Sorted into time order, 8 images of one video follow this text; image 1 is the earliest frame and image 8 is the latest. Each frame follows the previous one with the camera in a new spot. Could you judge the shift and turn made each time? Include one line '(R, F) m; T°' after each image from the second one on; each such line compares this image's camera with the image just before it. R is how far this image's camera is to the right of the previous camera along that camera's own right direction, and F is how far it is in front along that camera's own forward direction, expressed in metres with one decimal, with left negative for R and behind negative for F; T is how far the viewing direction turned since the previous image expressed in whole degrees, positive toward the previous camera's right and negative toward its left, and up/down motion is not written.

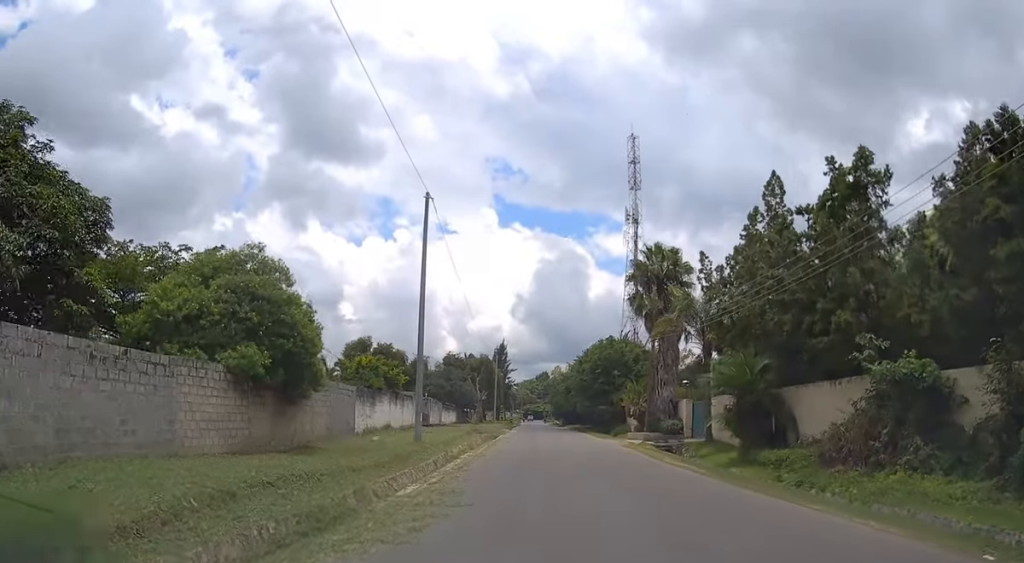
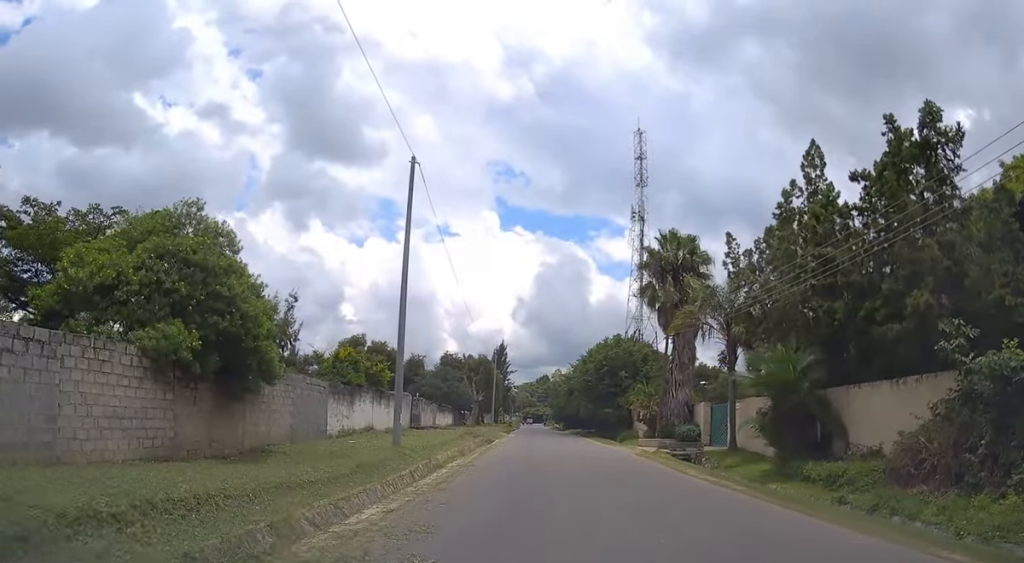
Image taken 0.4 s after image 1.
(0.0, +4.4) m; 0°
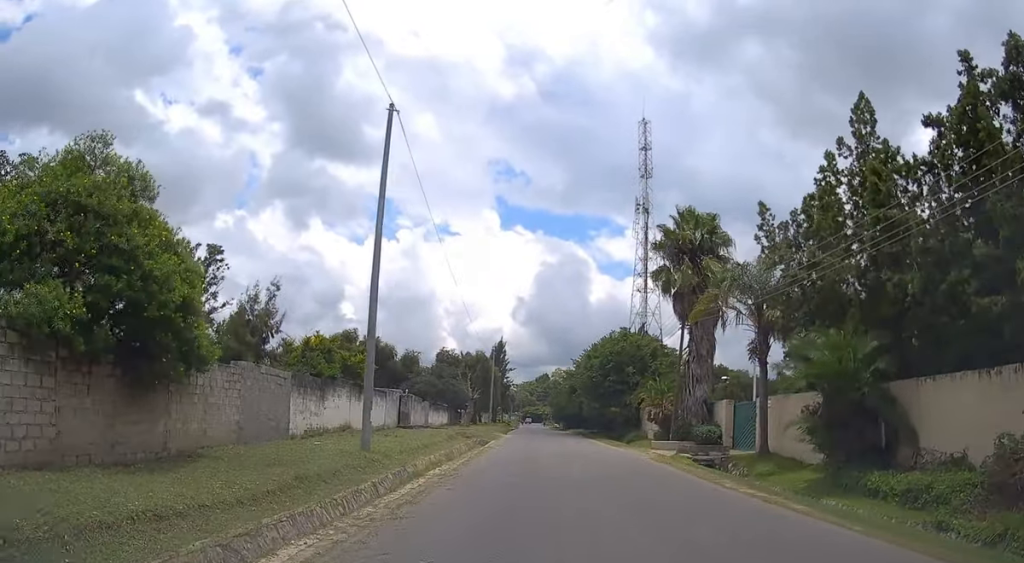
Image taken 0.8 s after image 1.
(0.0, +4.4) m; 0°
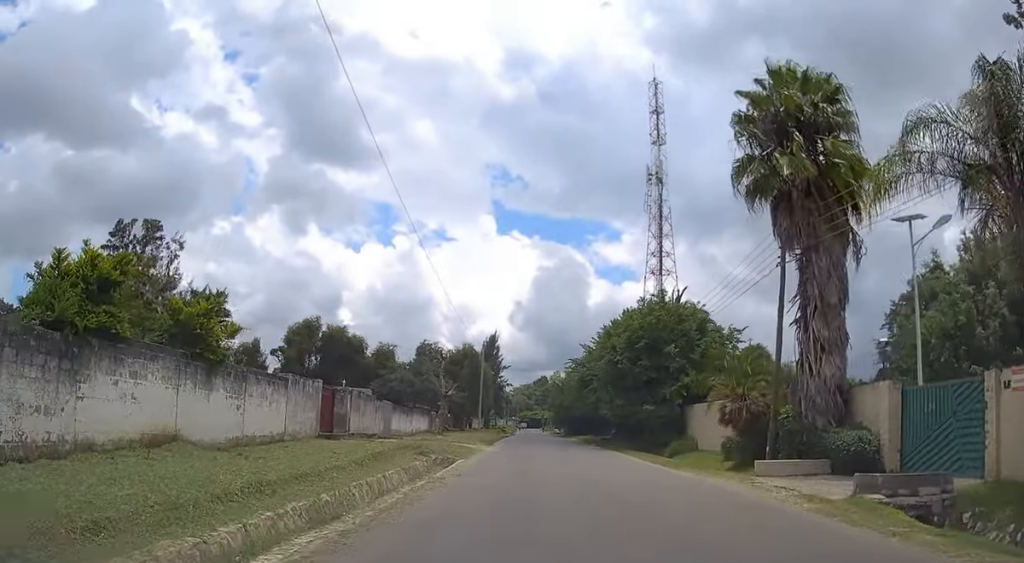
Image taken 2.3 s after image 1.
(0.0, +16.0) m; 0°
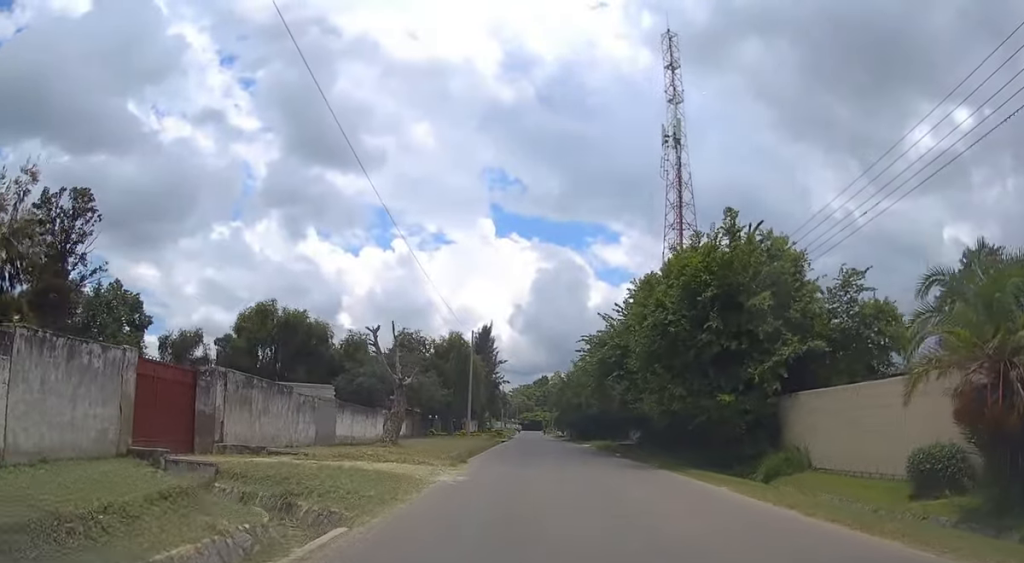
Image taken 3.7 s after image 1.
(0.0, +14.3) m; 0°
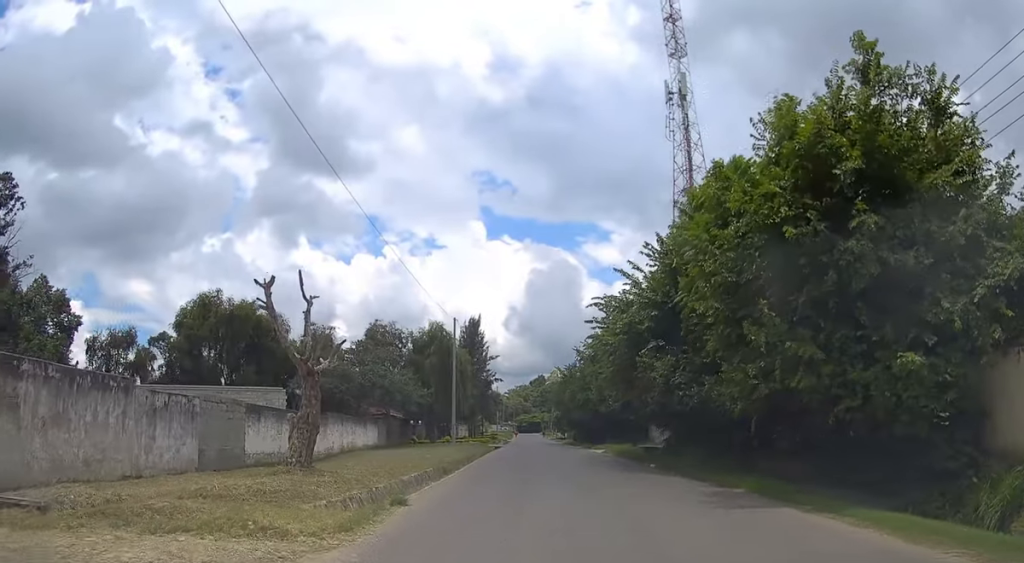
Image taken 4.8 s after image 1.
(0.0, +11.2) m; 0°
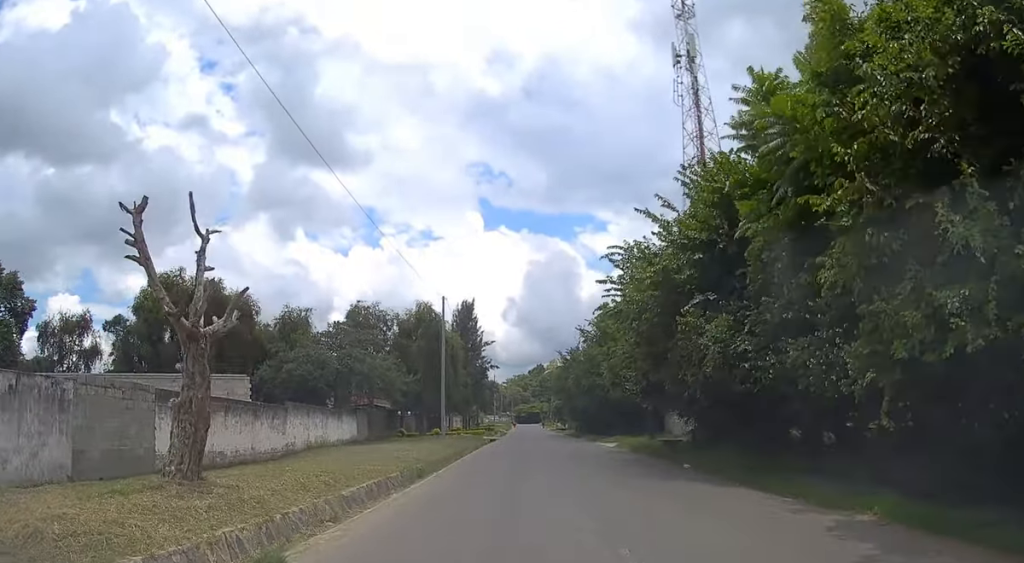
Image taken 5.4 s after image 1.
(0.0, +6.3) m; 0°
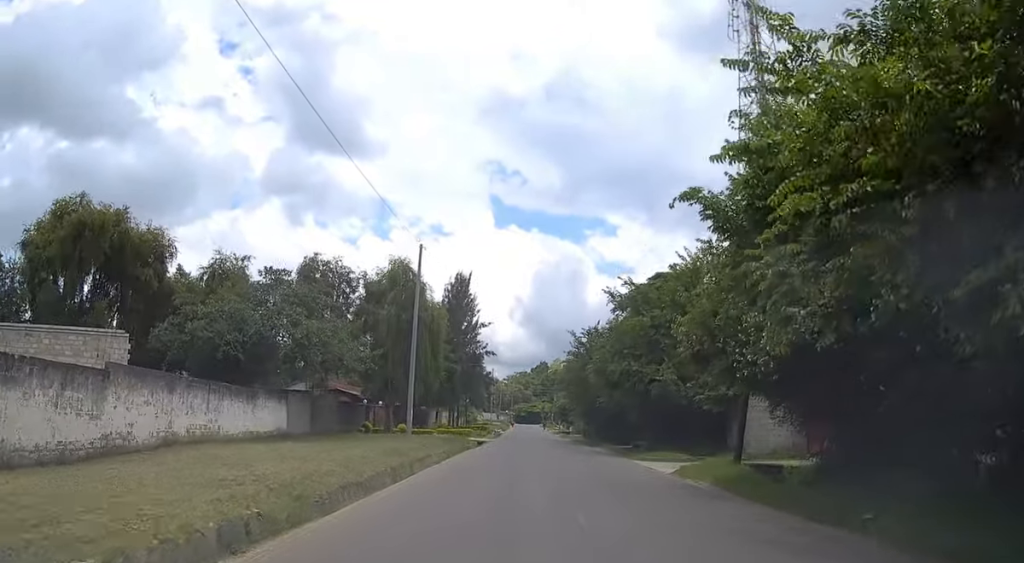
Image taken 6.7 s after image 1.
(-0.1, +14.3) m; 0°
